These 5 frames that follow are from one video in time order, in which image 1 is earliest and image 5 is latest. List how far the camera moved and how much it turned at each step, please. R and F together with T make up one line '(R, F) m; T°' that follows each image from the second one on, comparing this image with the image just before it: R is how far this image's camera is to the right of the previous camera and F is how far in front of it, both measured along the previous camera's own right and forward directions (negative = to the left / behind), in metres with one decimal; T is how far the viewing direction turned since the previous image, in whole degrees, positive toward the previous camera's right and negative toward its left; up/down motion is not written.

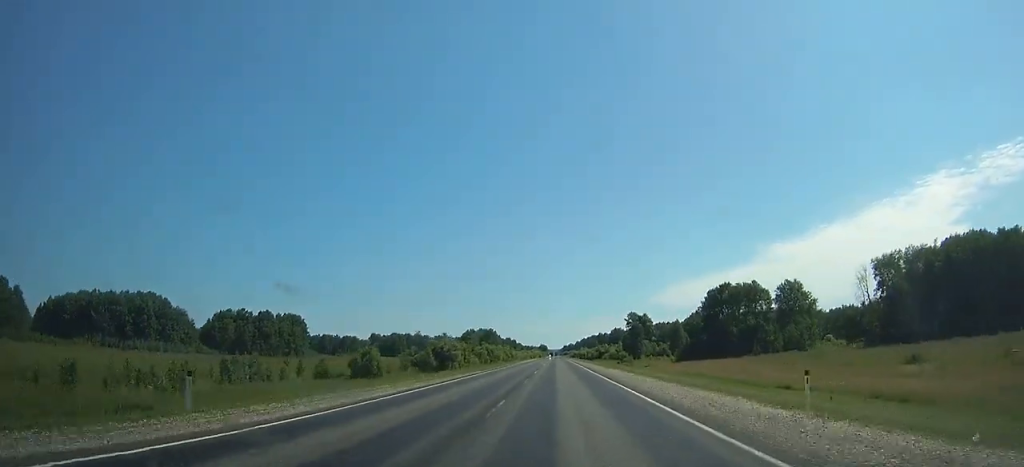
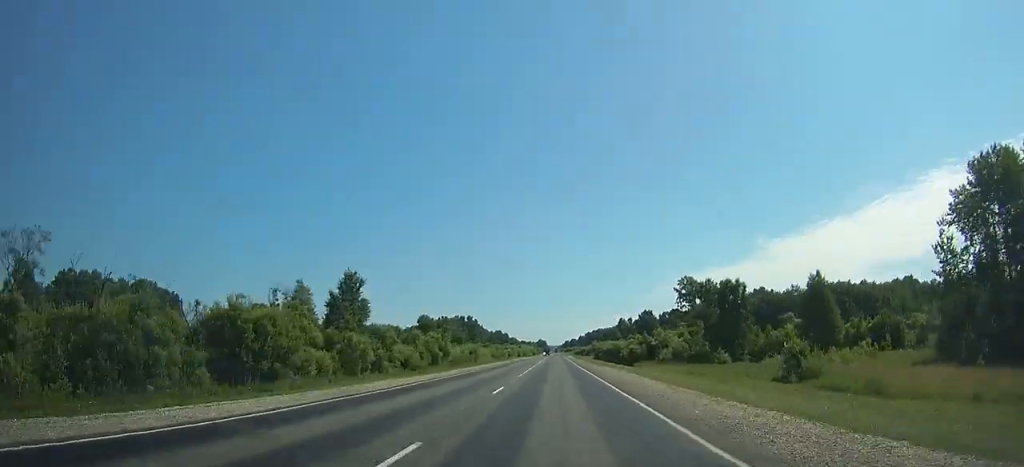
(-0.7, +115.0) m; 0°
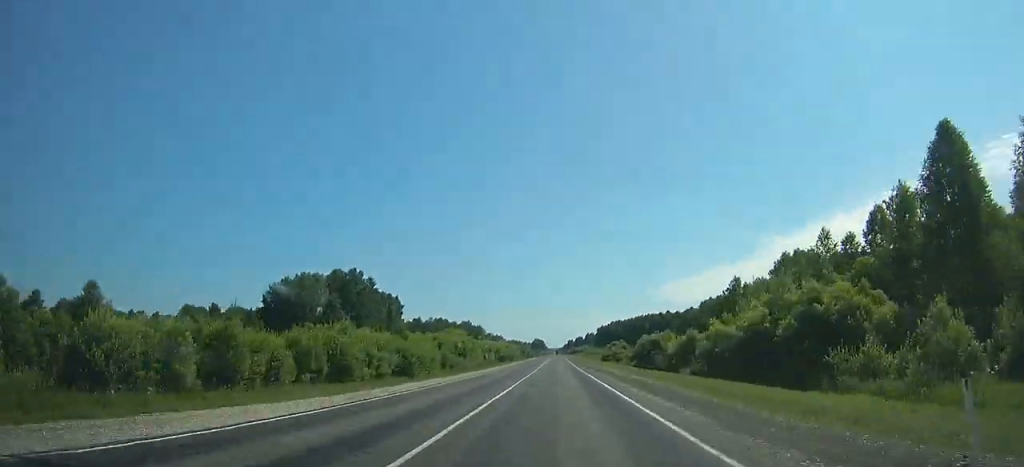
(-0.2, +202.8) m; 0°
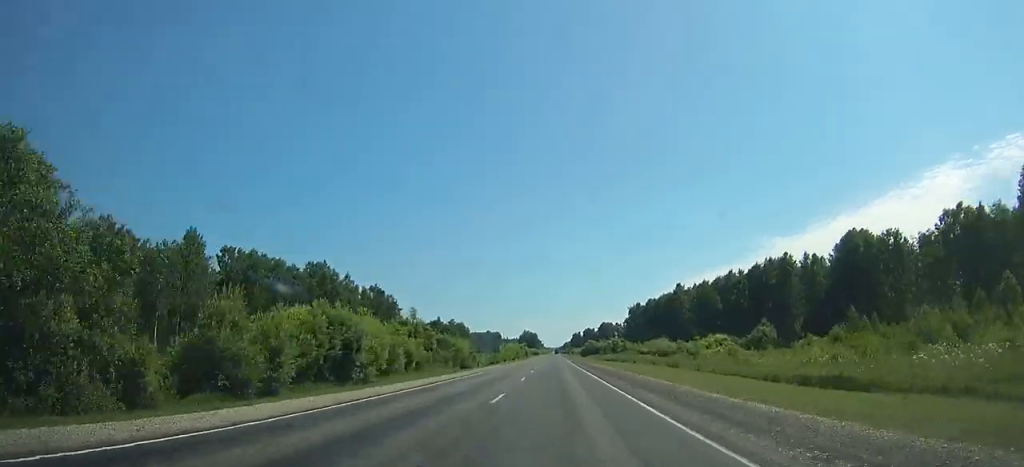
(+0.9, +225.6) m; 0°
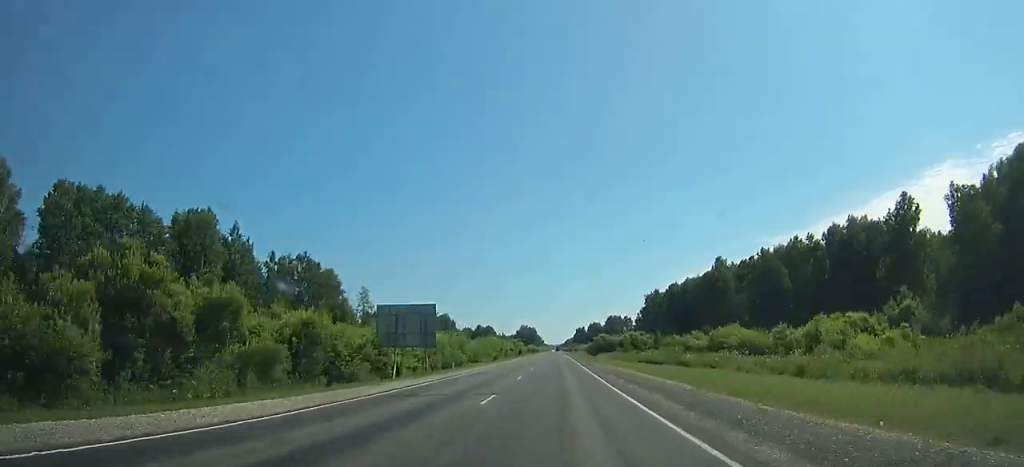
(0.0, +48.5) m; 0°
